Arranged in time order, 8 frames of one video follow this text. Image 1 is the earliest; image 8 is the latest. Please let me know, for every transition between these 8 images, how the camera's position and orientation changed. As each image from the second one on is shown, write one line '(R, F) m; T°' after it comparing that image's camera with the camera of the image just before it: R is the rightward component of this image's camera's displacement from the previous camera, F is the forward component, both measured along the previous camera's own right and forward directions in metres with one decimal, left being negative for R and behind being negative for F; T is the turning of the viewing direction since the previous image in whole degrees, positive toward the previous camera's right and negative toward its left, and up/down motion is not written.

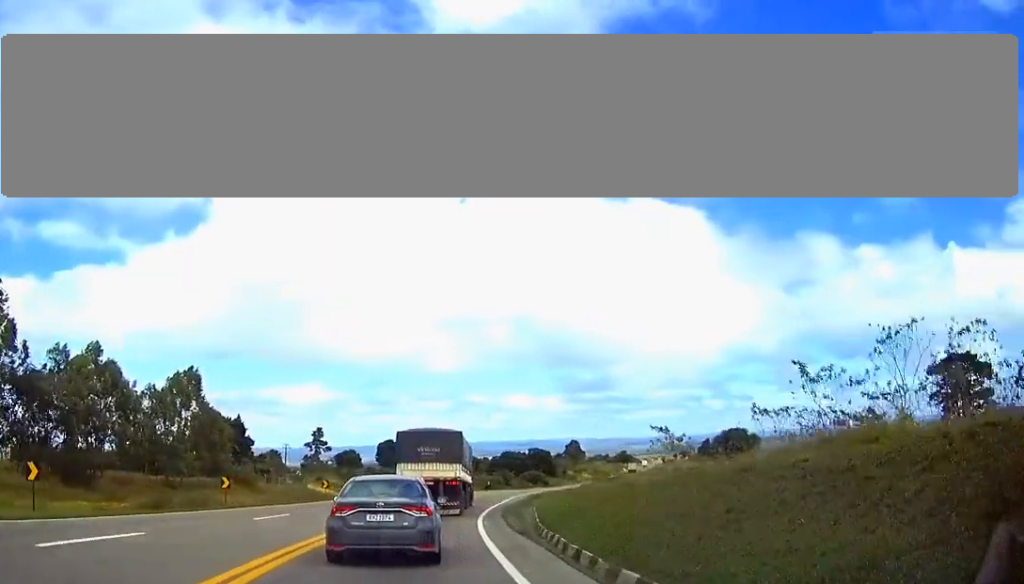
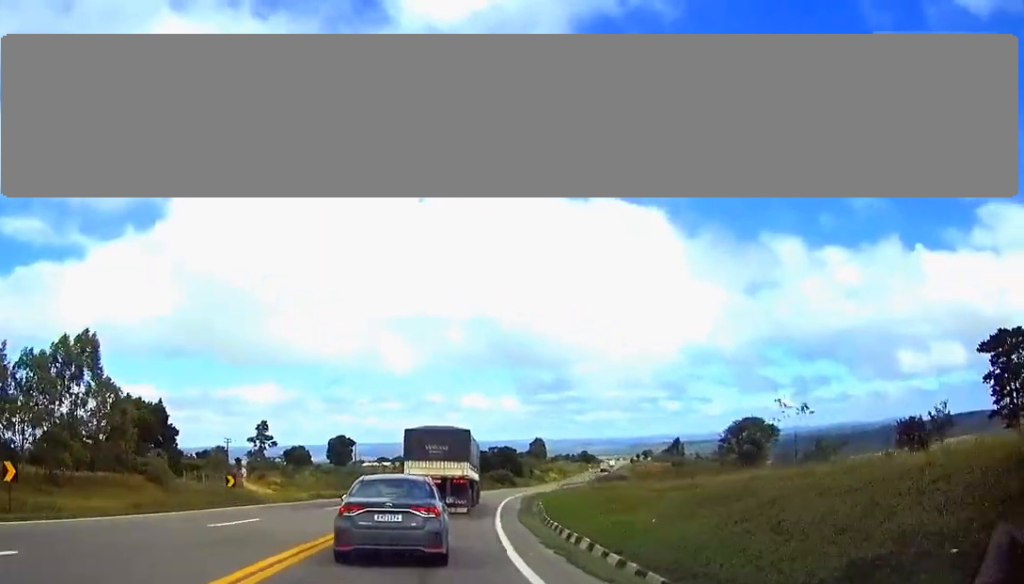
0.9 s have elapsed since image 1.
(+0.9, +19.7) m; +4°
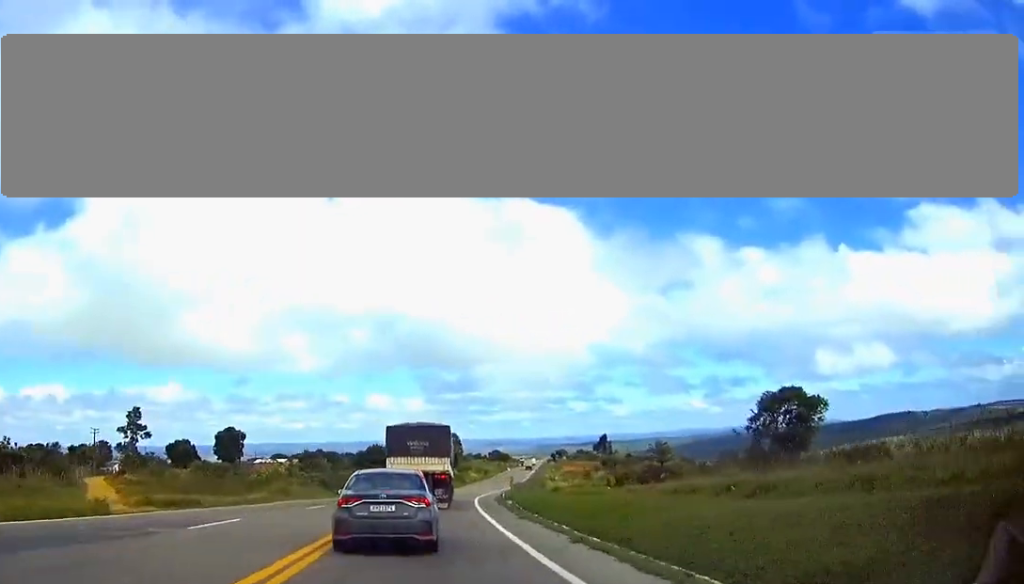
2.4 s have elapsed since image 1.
(+1.0, +32.2) m; +4°
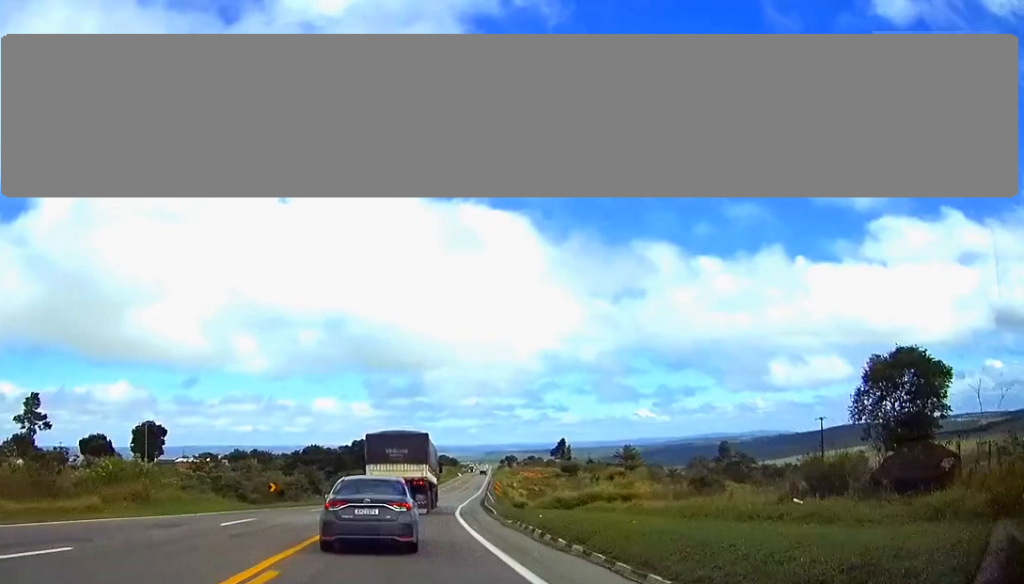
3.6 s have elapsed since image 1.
(+1.4, +25.7) m; +5°
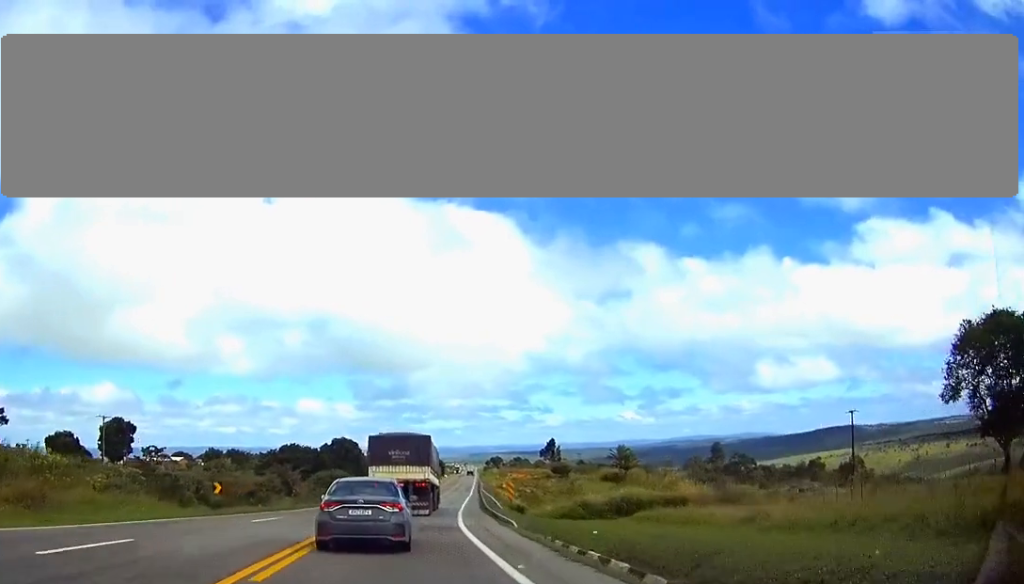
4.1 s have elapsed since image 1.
(+0.2, +11.6) m; +1°
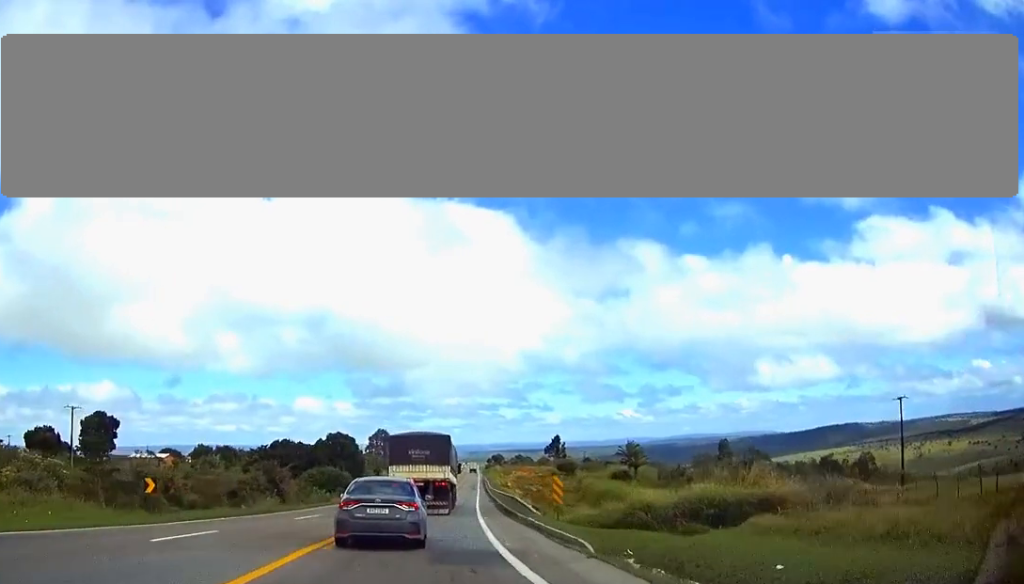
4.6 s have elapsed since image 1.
(+0.1, +10.9) m; +1°
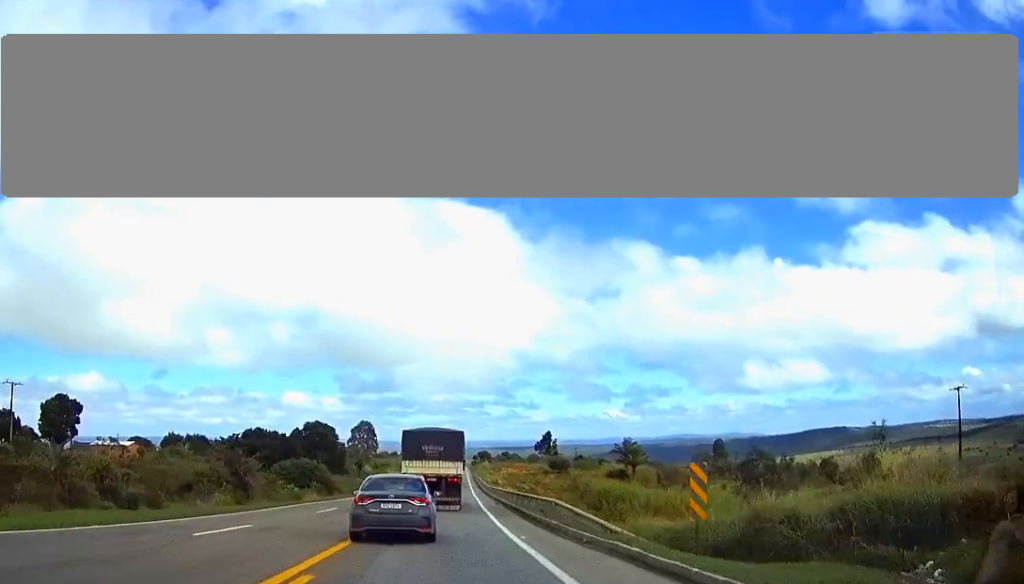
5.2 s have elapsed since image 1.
(0.0, +13.2) m; +1°
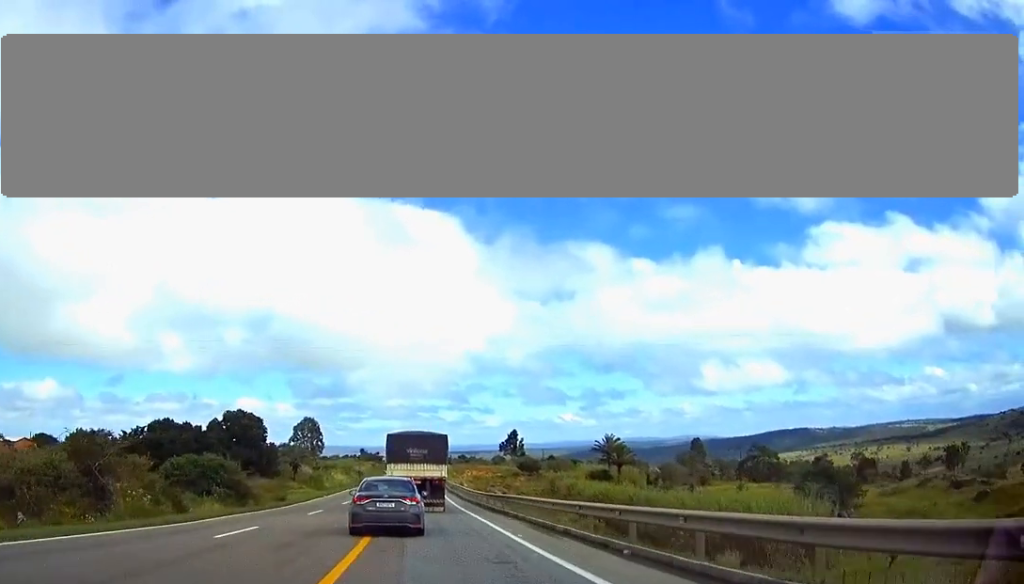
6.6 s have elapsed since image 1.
(+0.8, +29.6) m; +3°
